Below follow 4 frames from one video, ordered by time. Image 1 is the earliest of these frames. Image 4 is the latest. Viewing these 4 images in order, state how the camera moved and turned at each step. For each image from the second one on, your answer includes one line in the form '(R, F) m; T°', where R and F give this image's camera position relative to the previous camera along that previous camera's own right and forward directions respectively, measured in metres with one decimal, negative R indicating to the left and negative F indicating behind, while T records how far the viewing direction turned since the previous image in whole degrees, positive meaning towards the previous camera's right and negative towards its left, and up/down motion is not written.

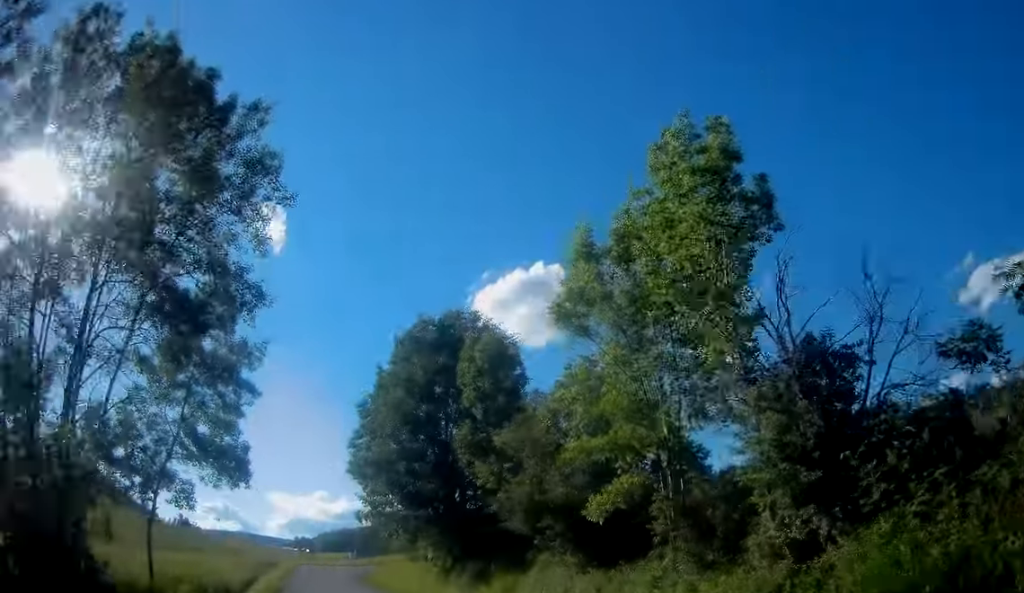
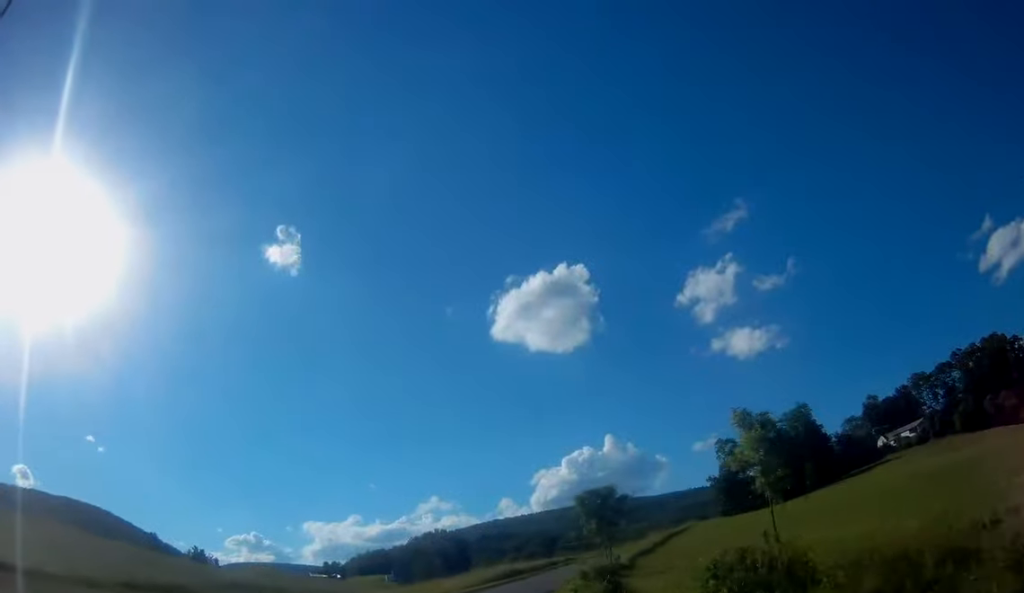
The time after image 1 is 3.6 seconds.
(-5.4, +58.5) m; -2°
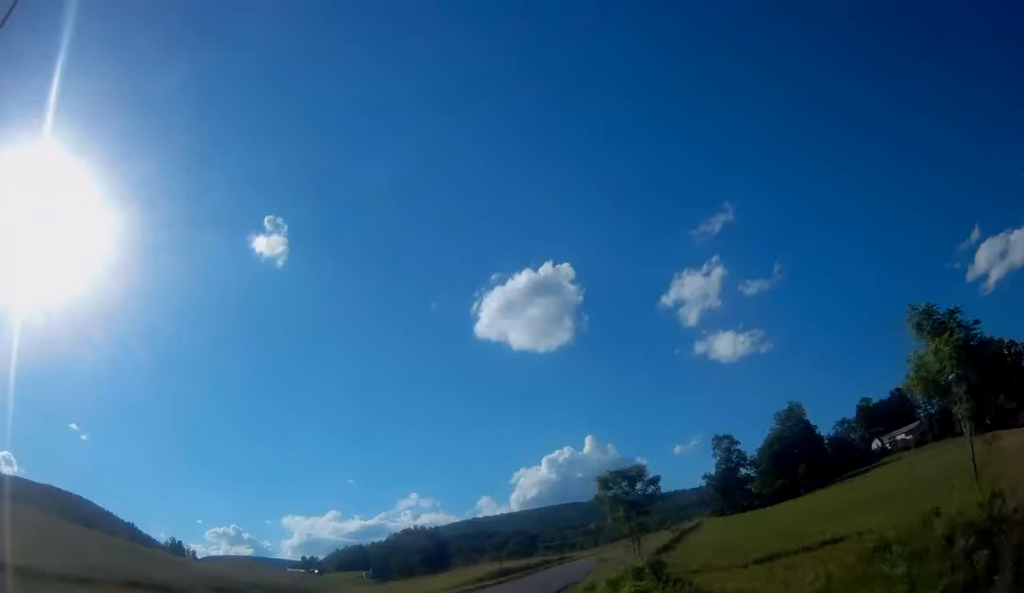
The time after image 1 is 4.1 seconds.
(-0.1, +7.4) m; +4°
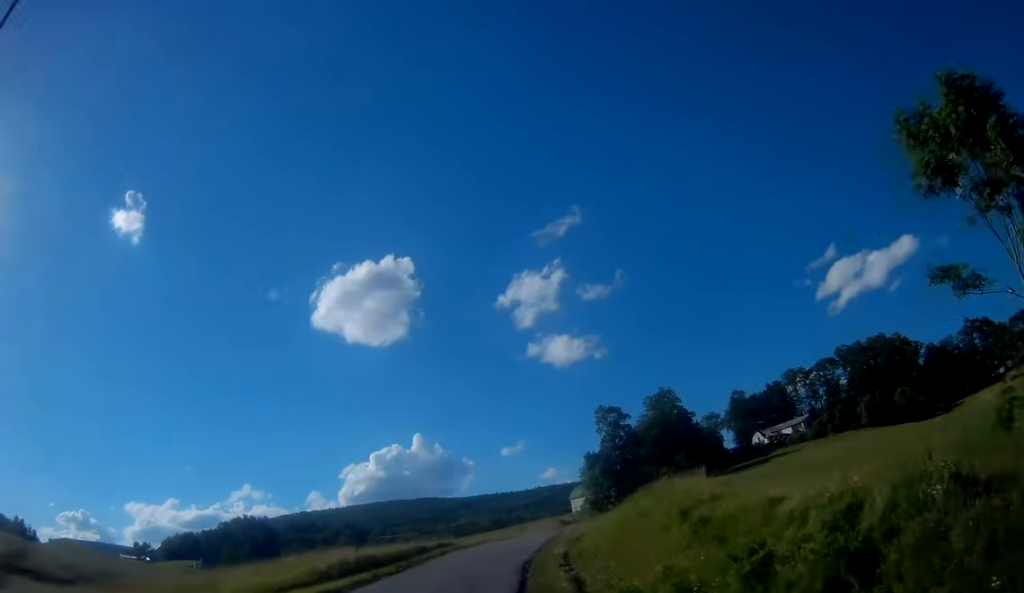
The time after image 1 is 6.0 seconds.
(+3.3, +26.9) m; +14°
